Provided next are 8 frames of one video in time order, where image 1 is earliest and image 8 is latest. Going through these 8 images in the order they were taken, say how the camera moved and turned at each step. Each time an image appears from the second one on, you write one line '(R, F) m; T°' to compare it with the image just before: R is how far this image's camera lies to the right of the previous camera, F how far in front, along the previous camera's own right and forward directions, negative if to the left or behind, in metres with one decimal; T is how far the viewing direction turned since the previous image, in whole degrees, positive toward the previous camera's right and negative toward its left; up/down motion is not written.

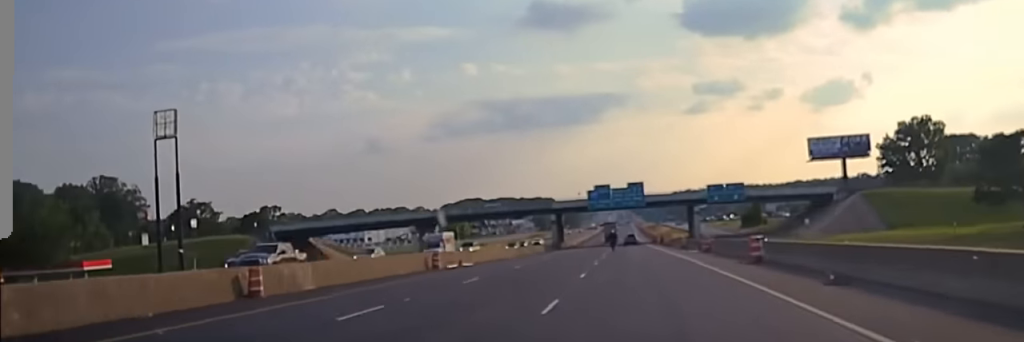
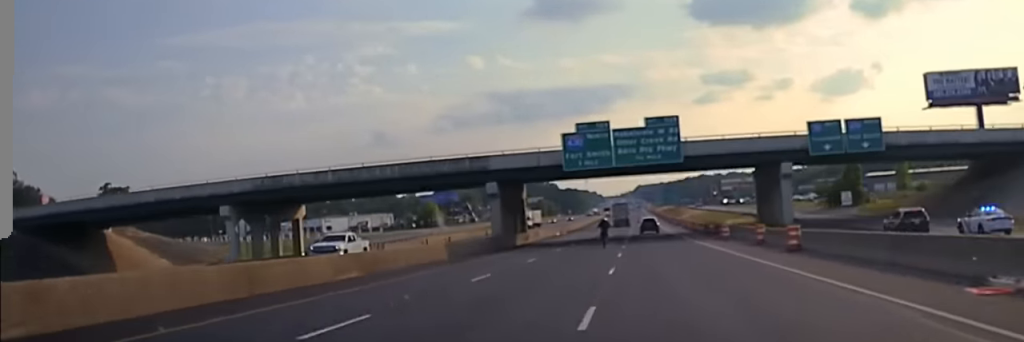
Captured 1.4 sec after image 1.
(+0.6, +75.6) m; 0°
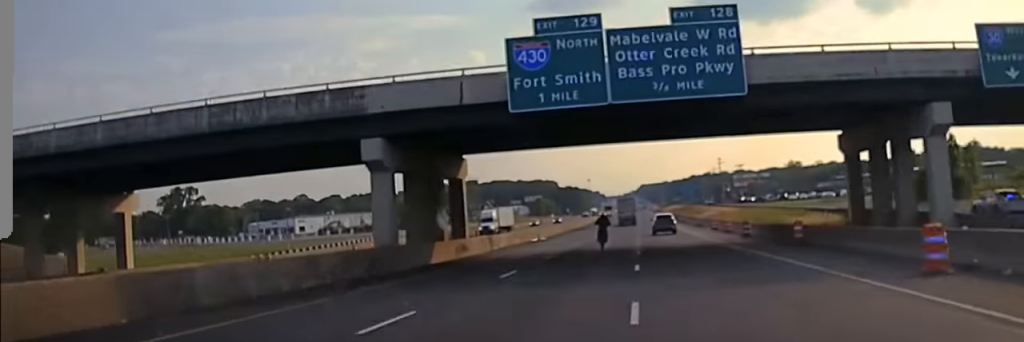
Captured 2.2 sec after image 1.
(-0.3, +38.8) m; 0°
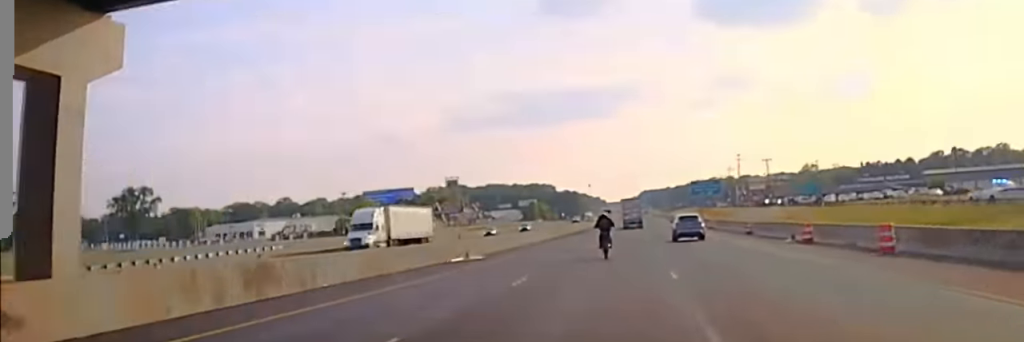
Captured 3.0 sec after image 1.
(-0.3, +43.2) m; 0°
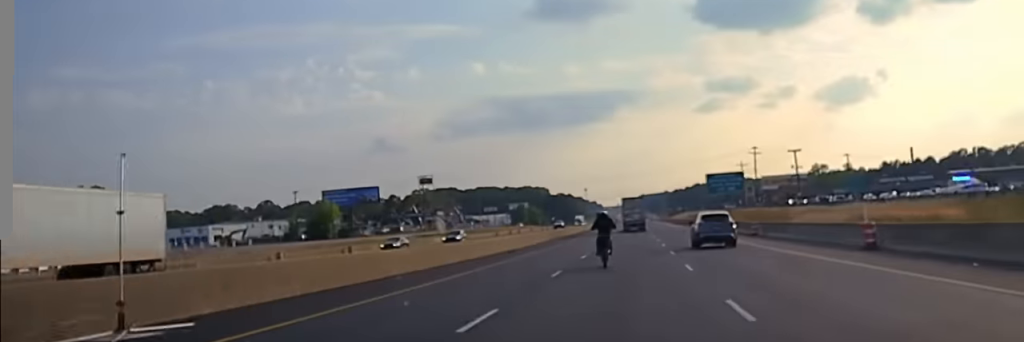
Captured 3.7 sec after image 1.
(+0.5, +36.5) m; +1°
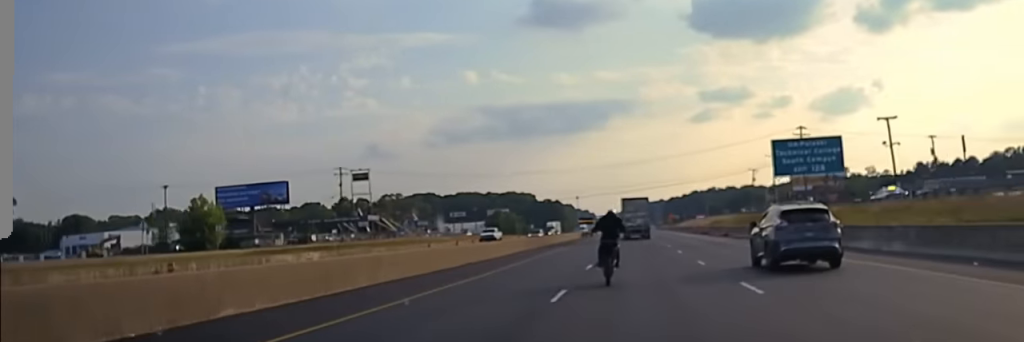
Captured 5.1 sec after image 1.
(+0.2, +64.4) m; 0°
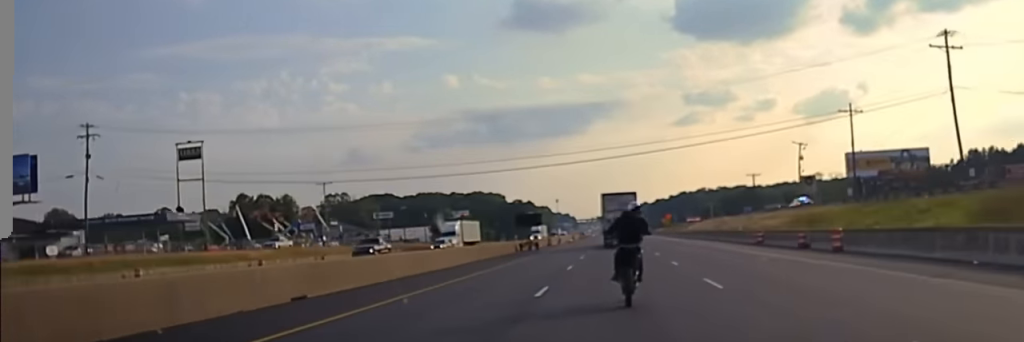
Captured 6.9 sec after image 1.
(0.0, +86.7) m; 0°
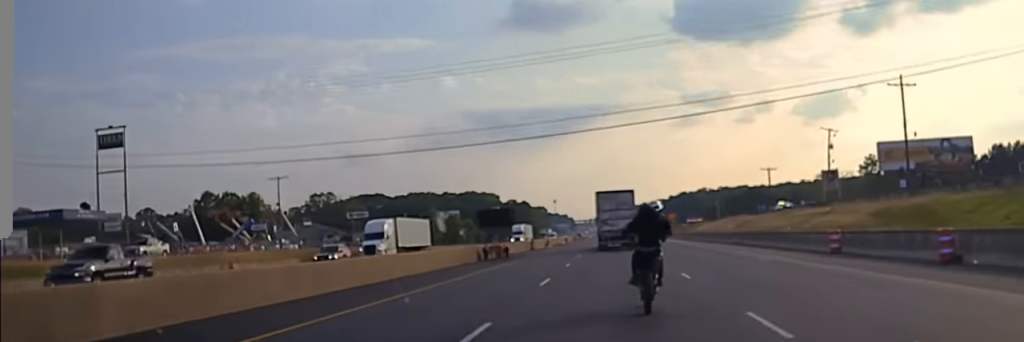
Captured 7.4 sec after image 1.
(0.0, +22.9) m; 0°
